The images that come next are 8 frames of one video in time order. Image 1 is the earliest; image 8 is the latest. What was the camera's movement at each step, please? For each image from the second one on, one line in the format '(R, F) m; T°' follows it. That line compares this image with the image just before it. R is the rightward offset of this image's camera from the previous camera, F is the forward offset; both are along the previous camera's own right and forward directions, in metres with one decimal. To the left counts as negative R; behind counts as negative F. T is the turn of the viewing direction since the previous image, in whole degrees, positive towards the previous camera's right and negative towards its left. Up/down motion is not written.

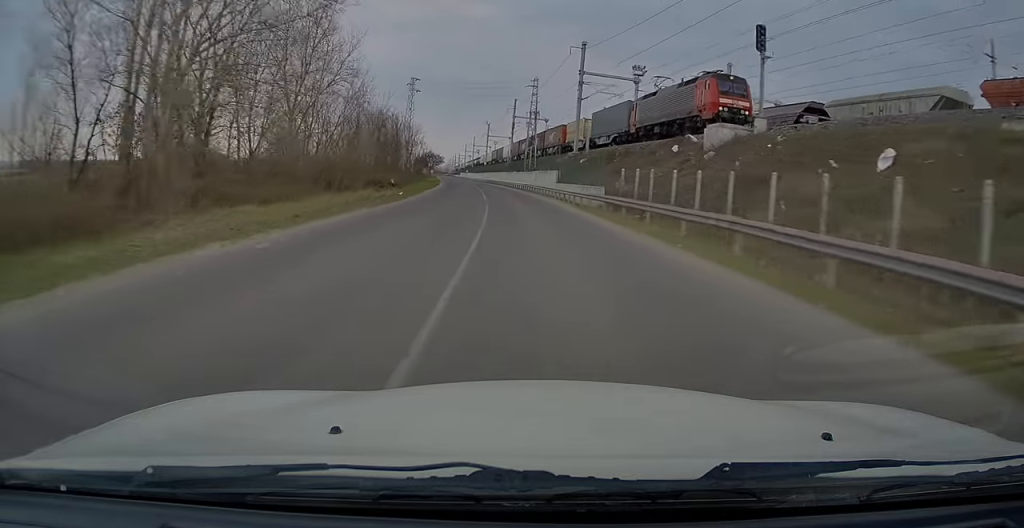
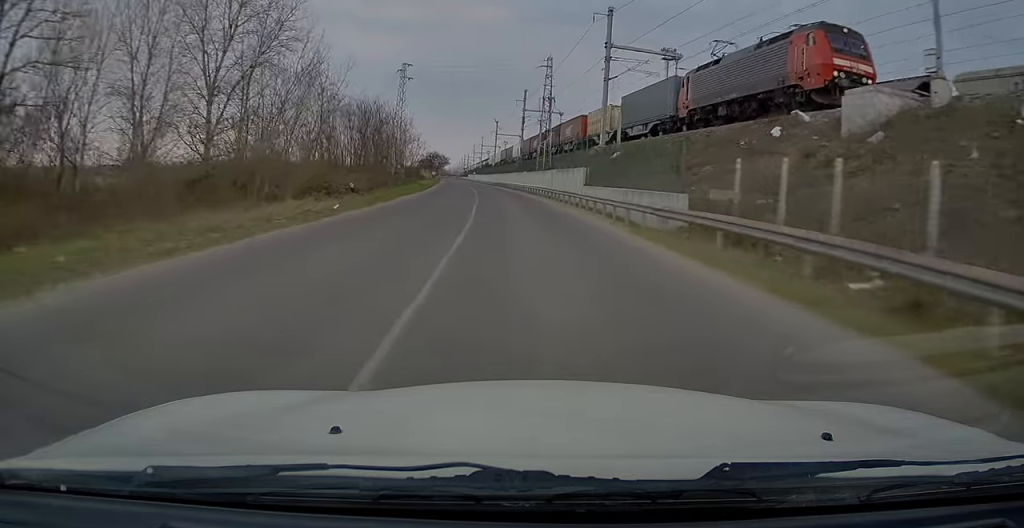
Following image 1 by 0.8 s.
(-0.3, +15.1) m; -1°
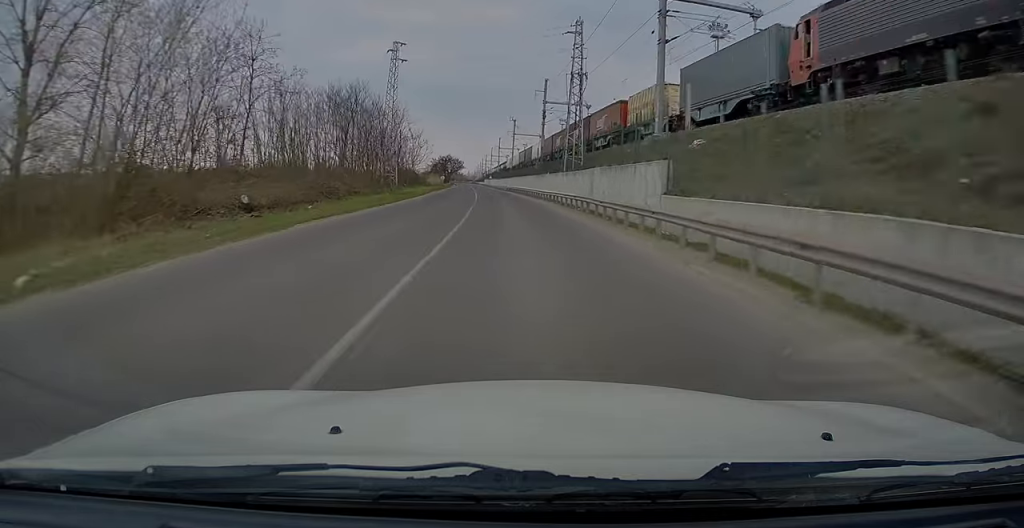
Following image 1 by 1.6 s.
(-0.1, +16.5) m; -1°
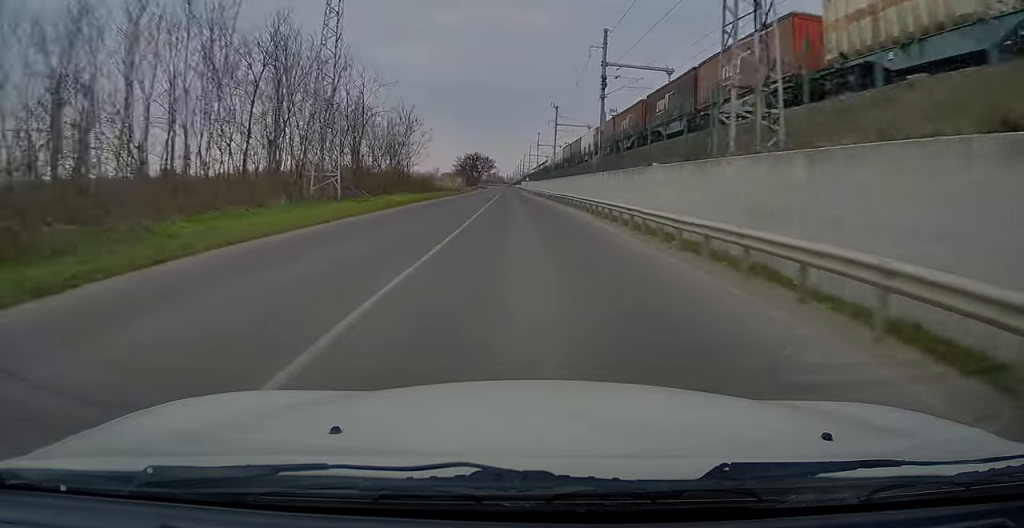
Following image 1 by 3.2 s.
(-1.0, +31.8) m; -4°
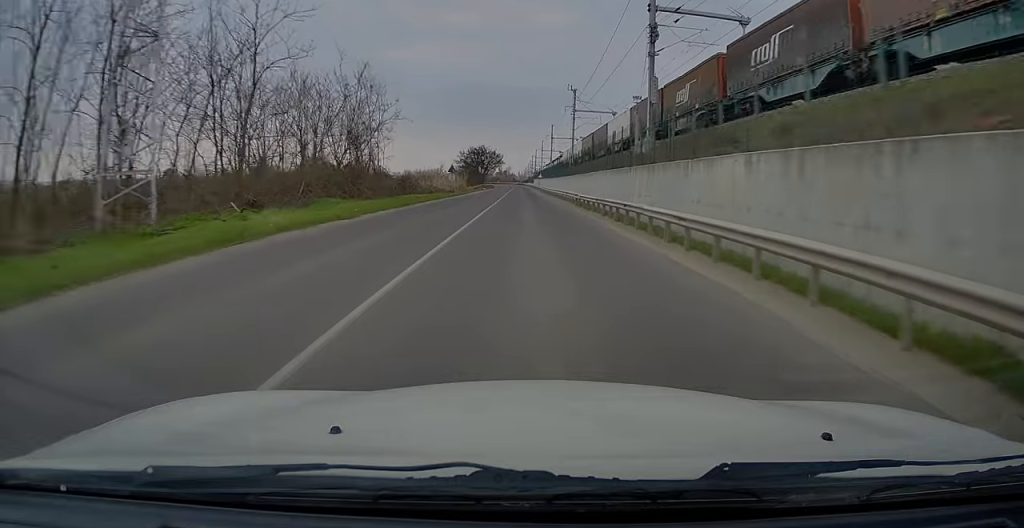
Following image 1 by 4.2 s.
(-0.4, +19.3) m; -1°
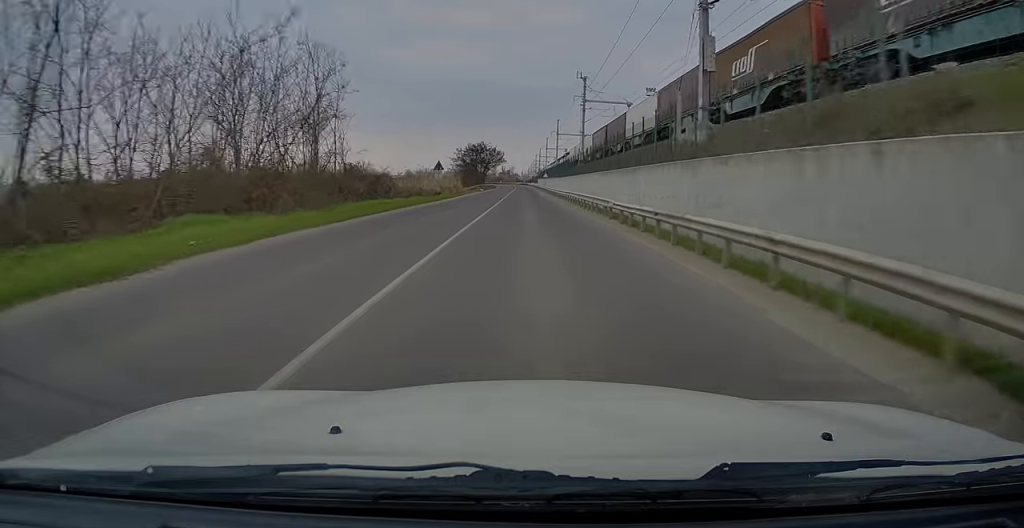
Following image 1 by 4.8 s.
(0.0, +12.0) m; 0°
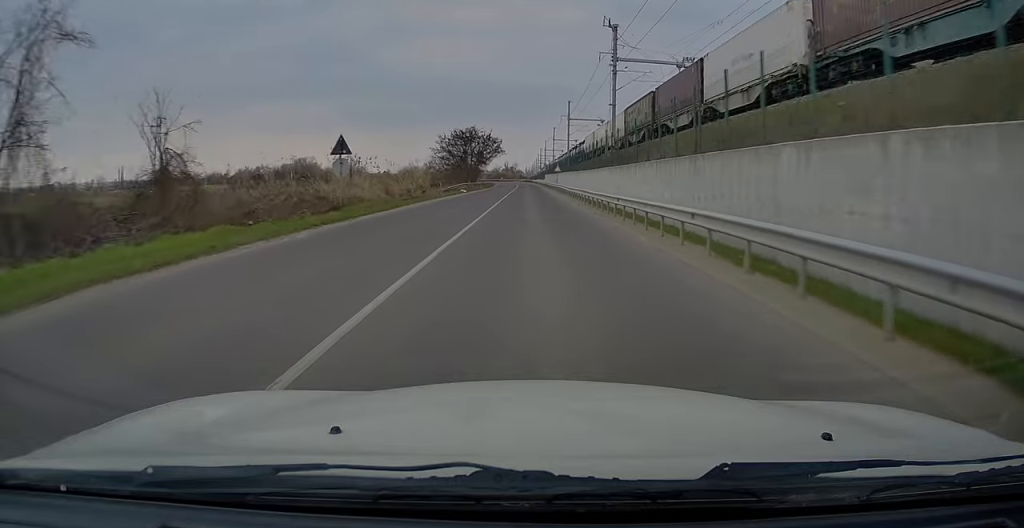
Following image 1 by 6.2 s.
(0.0, +28.6) m; 0°
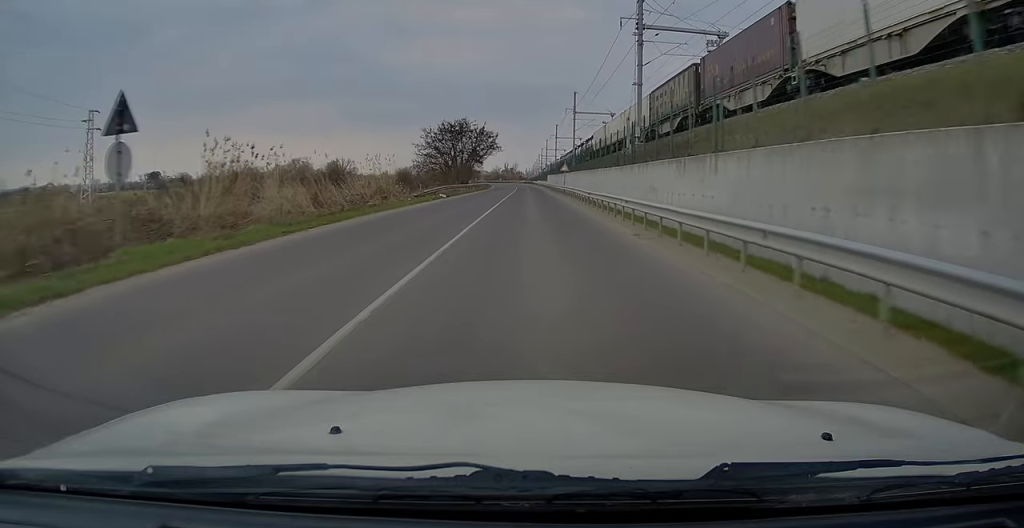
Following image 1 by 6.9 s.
(0.0, +13.9) m; 0°
